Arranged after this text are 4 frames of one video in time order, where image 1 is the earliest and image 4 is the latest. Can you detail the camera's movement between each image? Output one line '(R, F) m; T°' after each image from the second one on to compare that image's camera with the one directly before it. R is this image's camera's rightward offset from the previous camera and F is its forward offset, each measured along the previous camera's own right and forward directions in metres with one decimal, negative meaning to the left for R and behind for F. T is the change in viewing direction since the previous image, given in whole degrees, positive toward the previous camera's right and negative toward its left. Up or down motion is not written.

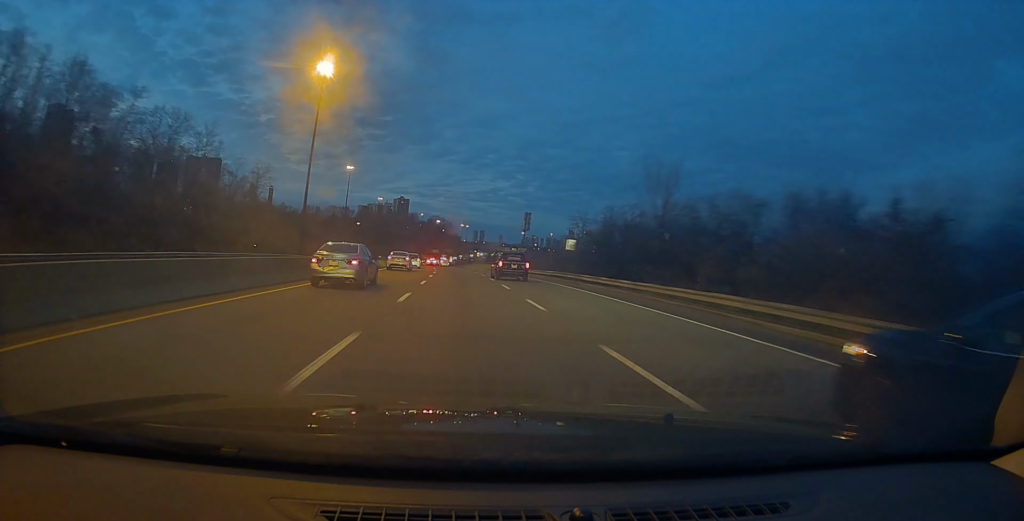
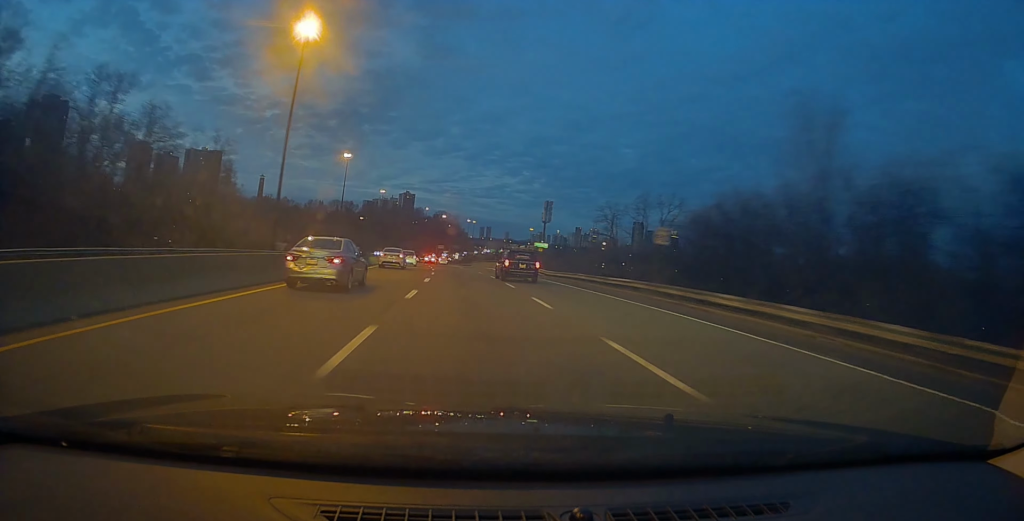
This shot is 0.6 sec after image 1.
(0.0, +18.2) m; -1°
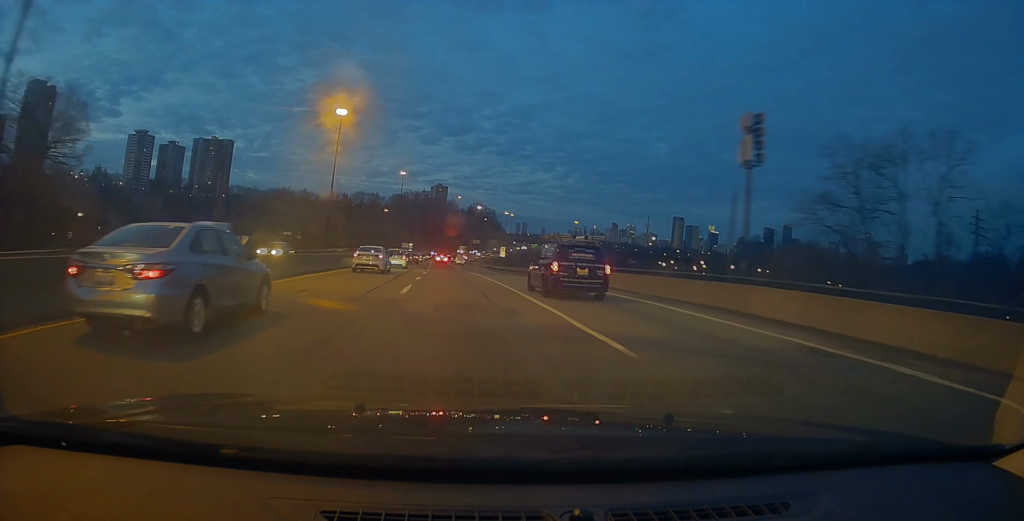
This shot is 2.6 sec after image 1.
(-2.7, +62.0) m; -5°
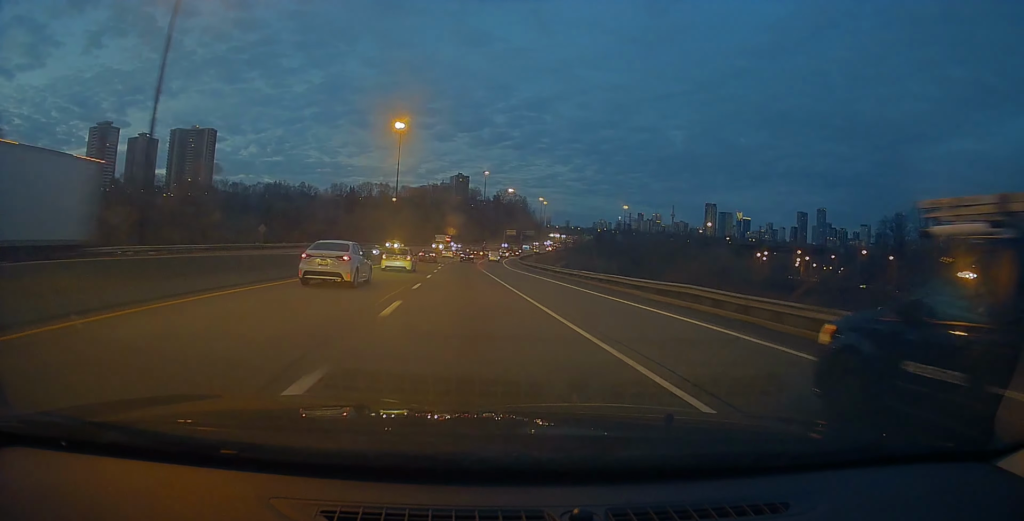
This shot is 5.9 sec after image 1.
(-3.0, +95.0) m; -2°
